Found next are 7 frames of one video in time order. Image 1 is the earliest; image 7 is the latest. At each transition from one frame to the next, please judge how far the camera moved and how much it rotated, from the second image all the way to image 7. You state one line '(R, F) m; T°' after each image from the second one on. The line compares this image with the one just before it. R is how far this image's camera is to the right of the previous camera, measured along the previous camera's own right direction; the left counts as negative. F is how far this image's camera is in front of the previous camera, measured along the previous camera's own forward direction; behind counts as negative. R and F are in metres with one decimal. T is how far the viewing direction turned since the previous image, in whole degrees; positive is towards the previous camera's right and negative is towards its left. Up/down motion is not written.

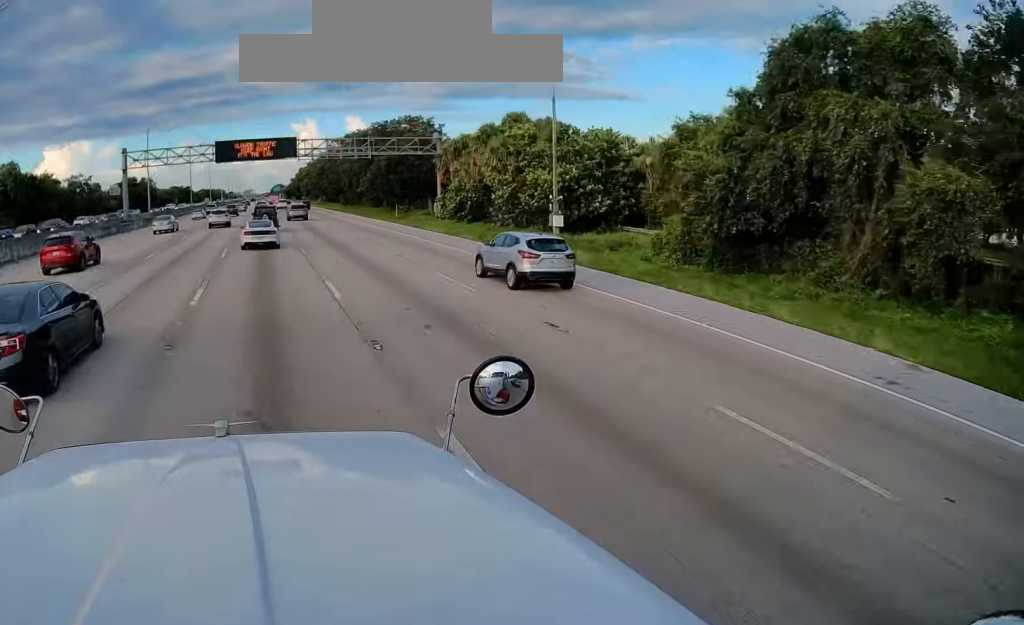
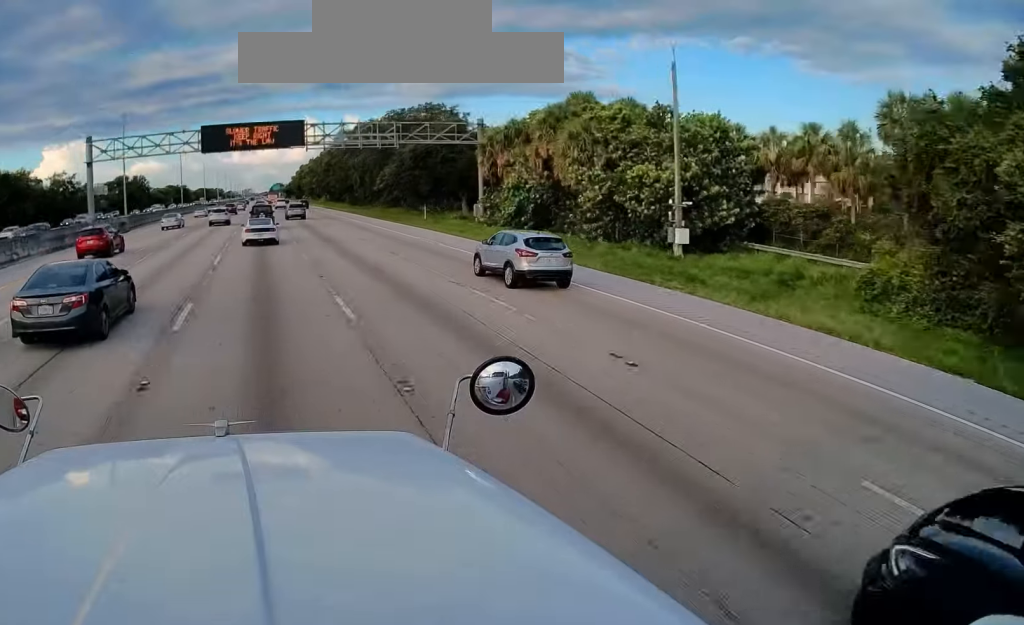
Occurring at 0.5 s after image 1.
(-0.2, +14.0) m; 0°
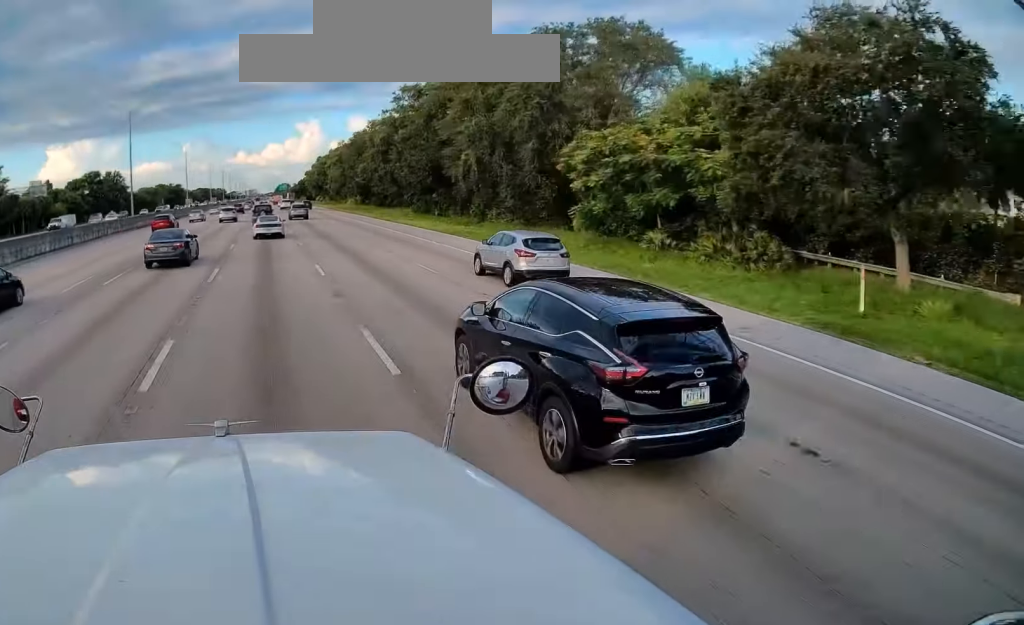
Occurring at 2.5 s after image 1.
(0.0, +51.5) m; 0°
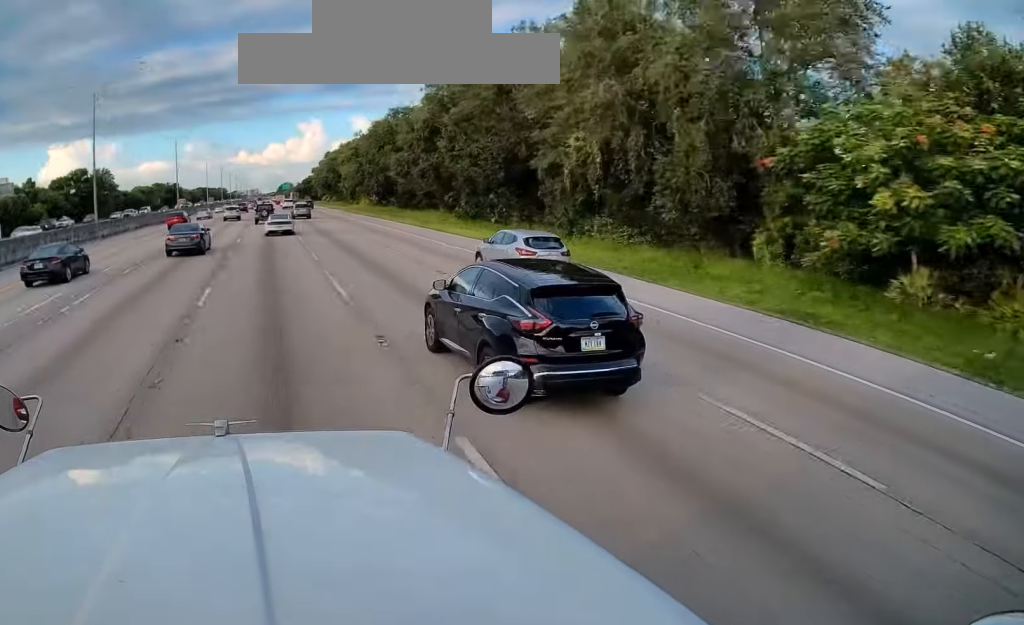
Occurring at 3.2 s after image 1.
(-0.1, +16.8) m; 0°
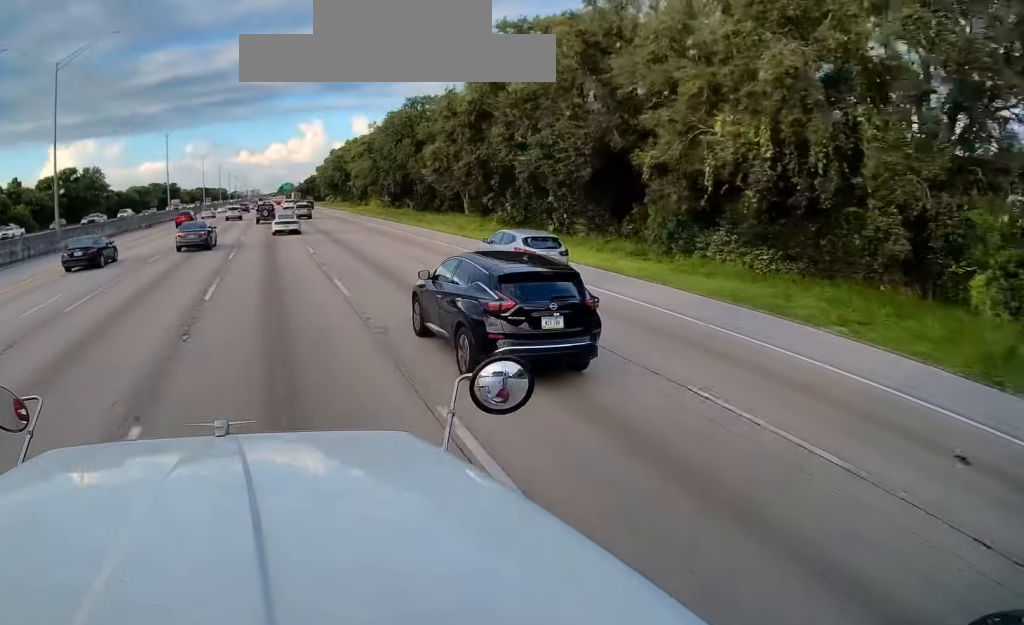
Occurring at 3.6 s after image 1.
(+0.1, +10.7) m; 0°
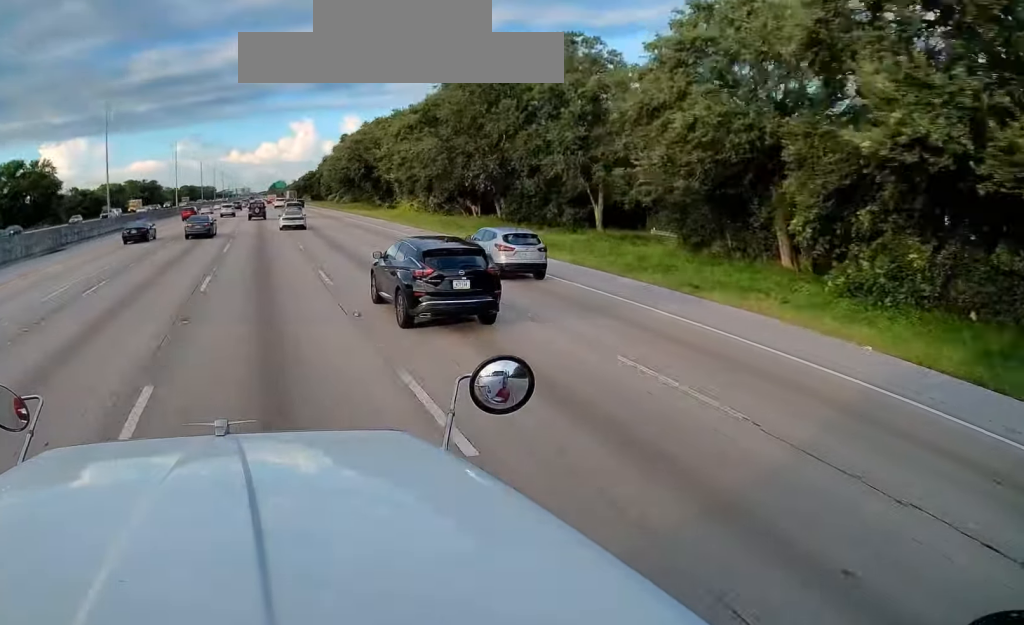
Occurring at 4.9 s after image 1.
(-0.1, +30.6) m; 0°
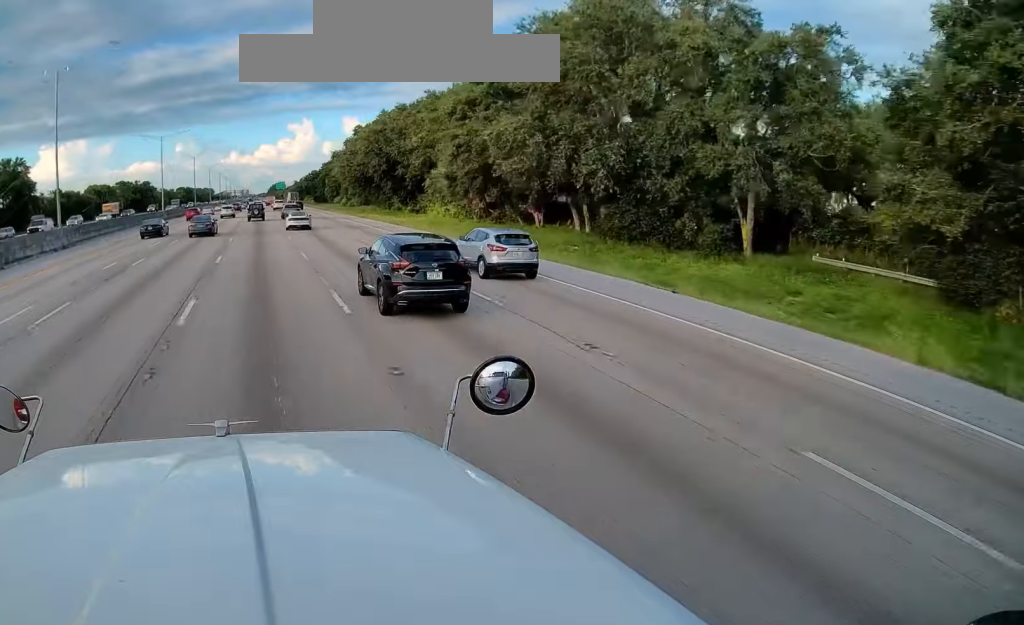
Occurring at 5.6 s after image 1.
(+0.1, +14.2) m; +1°
